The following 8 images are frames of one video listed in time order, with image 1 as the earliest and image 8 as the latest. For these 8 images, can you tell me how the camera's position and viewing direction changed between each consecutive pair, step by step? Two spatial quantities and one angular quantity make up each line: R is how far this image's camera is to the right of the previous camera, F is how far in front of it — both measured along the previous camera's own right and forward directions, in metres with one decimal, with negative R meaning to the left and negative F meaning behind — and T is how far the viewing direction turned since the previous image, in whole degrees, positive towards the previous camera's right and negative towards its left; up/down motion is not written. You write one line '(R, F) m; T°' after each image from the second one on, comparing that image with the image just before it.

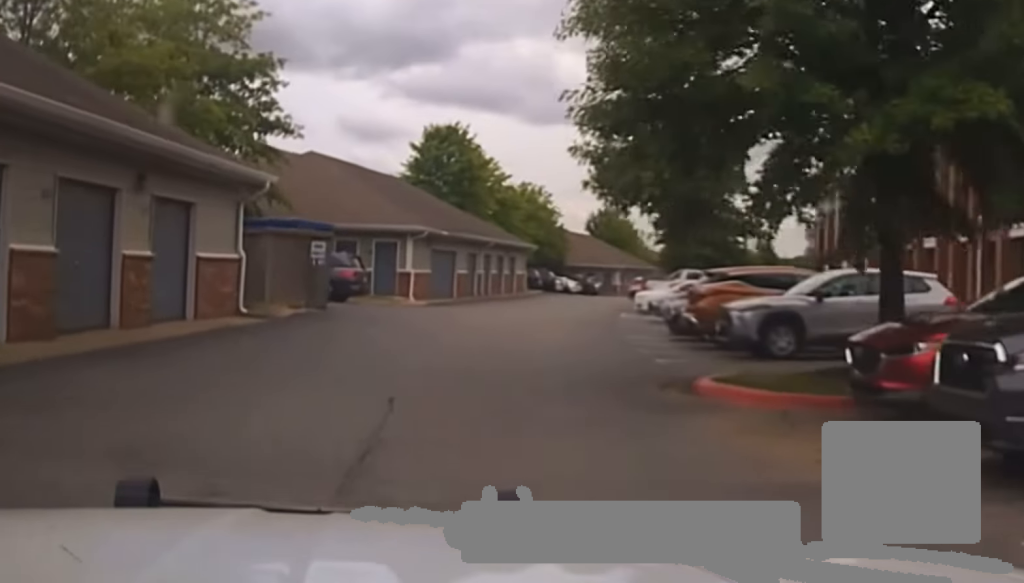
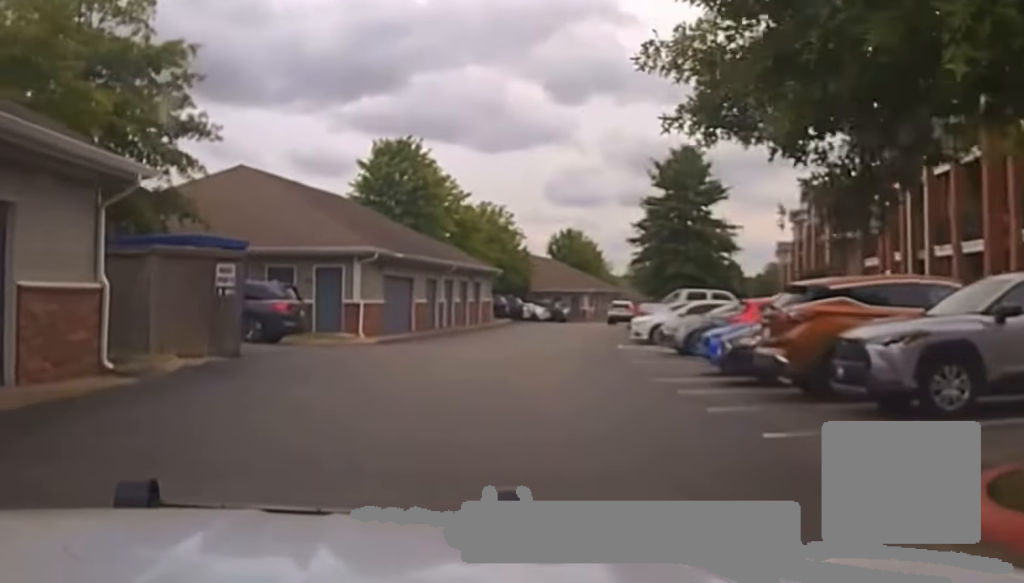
(+0.4, +7.0) m; +3°
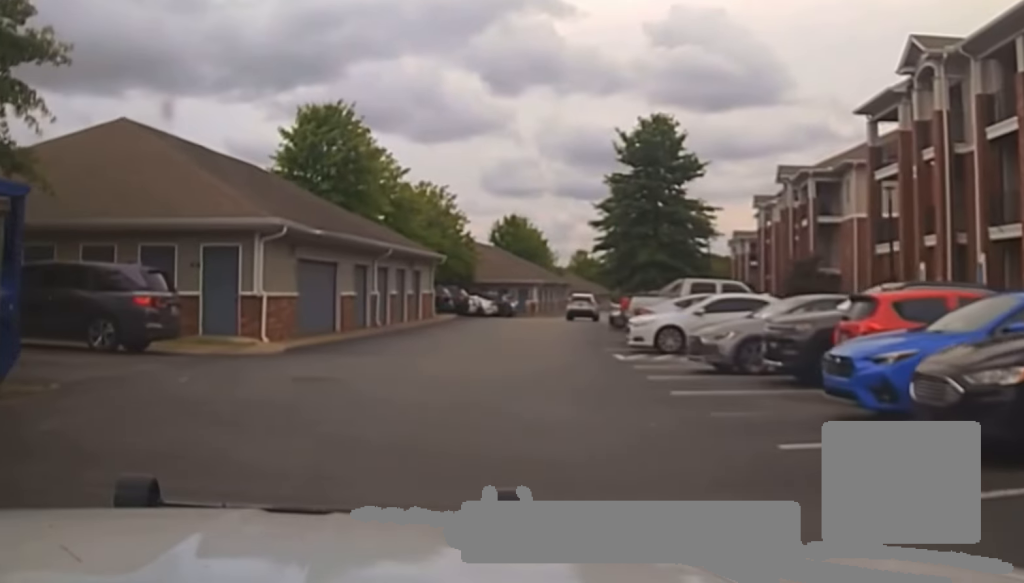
(0.0, +8.5) m; 0°
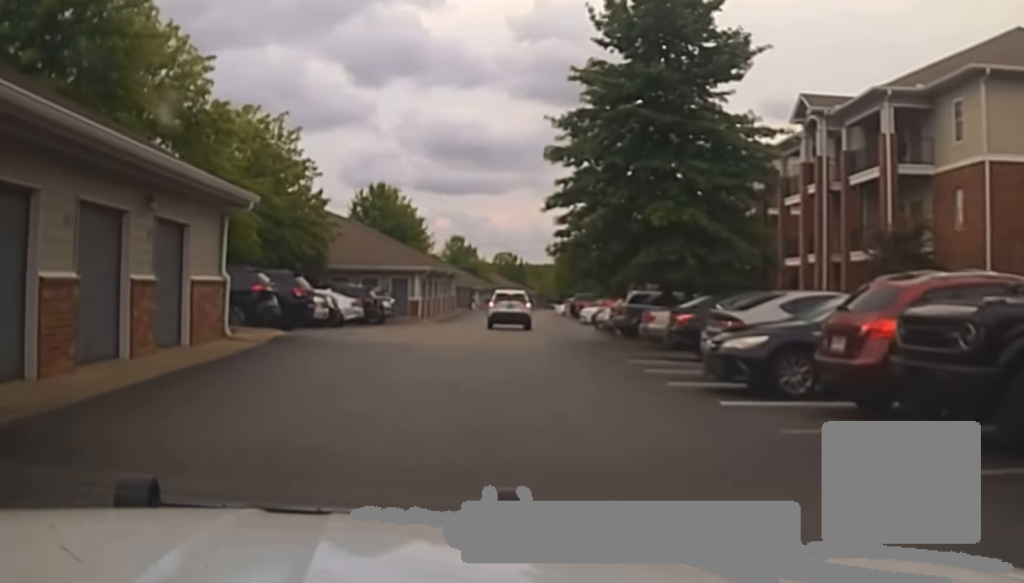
(+2.6, +27.4) m; +9°
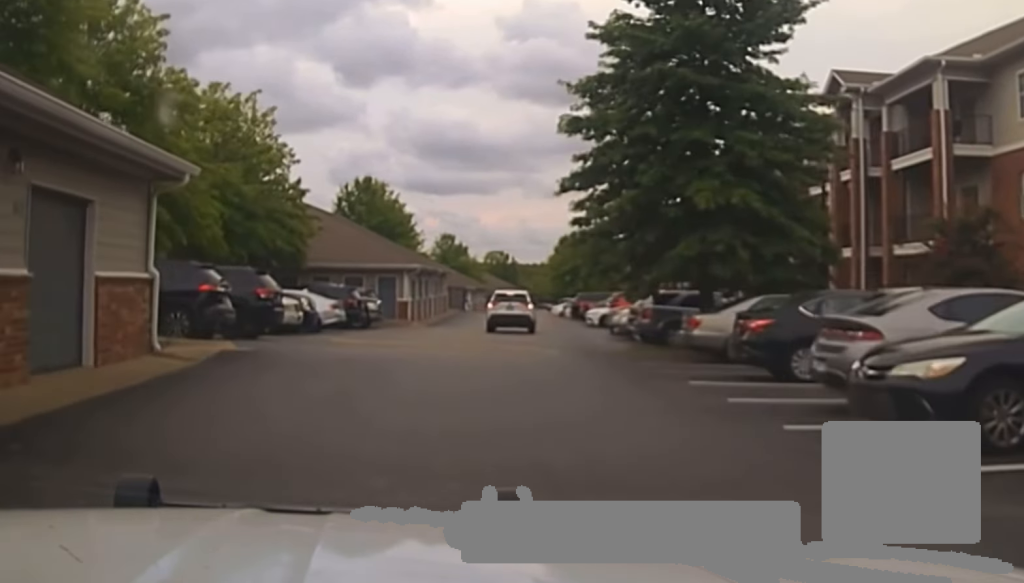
(0.0, +5.5) m; 0°
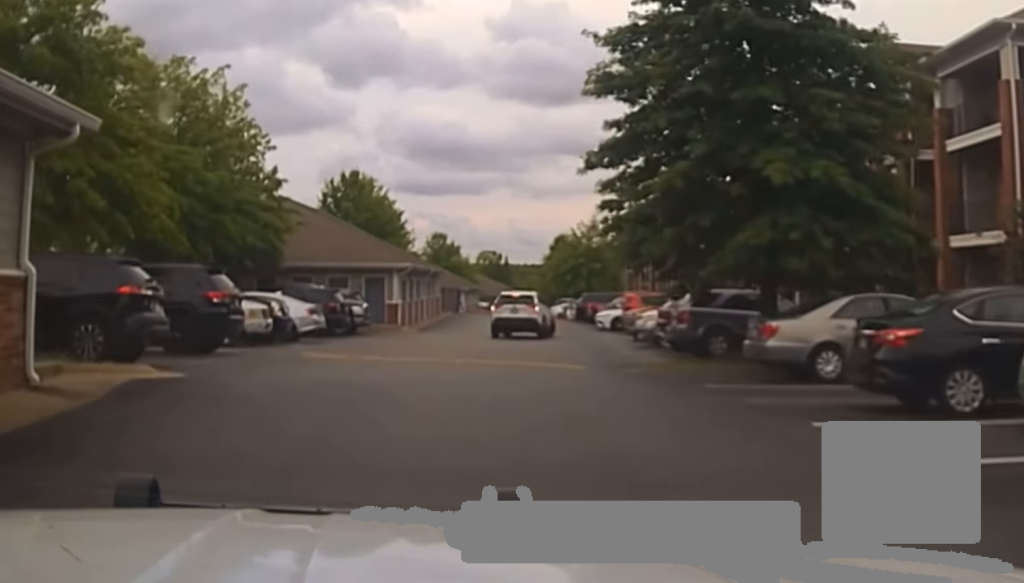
(-0.3, +5.2) m; 0°
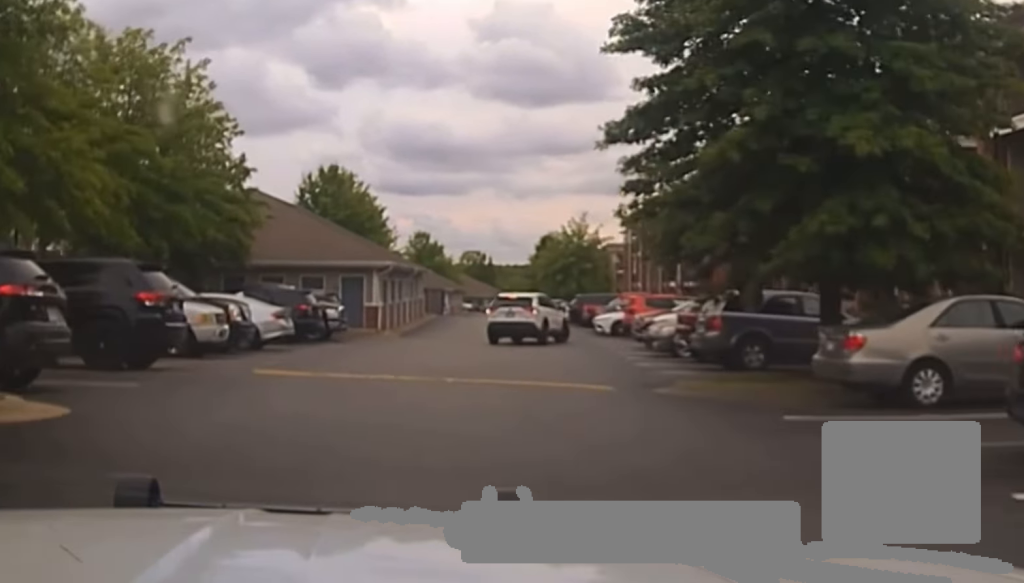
(+0.1, +4.3) m; 0°
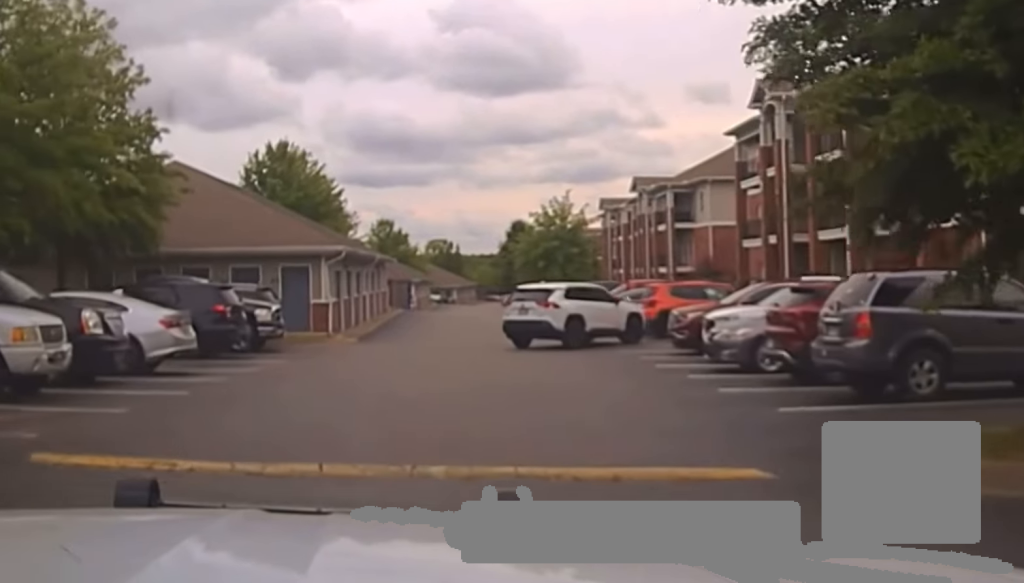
(+0.3, +10.1) m; +1°
